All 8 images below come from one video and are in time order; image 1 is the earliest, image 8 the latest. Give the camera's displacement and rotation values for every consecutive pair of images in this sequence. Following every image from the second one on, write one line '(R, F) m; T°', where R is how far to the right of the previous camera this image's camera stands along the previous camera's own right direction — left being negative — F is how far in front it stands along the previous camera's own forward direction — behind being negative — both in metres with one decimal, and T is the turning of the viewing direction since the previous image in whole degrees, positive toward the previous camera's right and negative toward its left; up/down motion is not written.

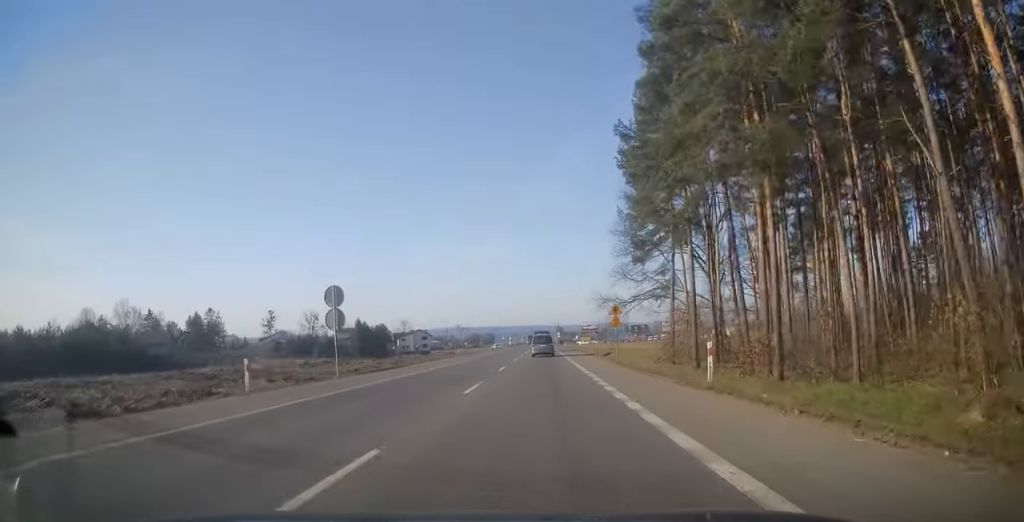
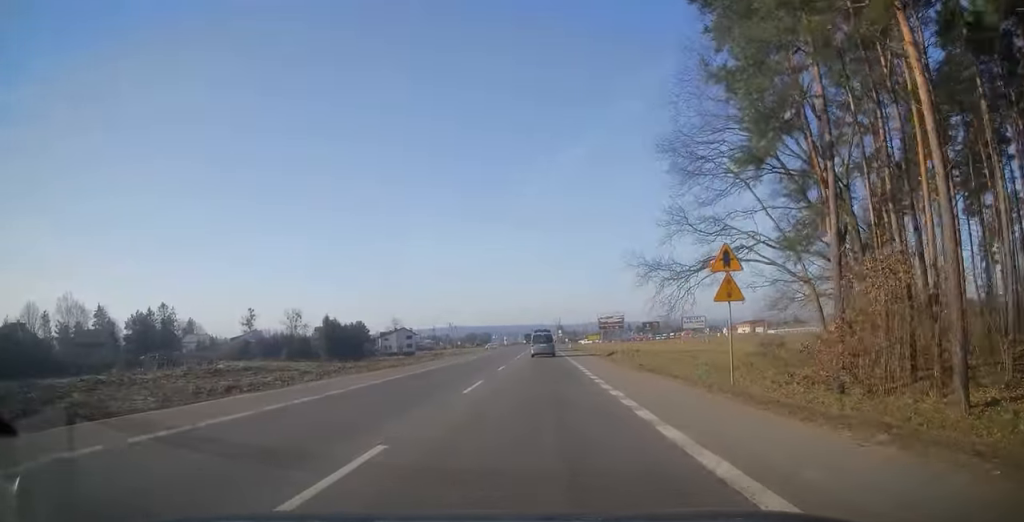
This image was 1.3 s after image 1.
(+0.2, +24.0) m; +1°
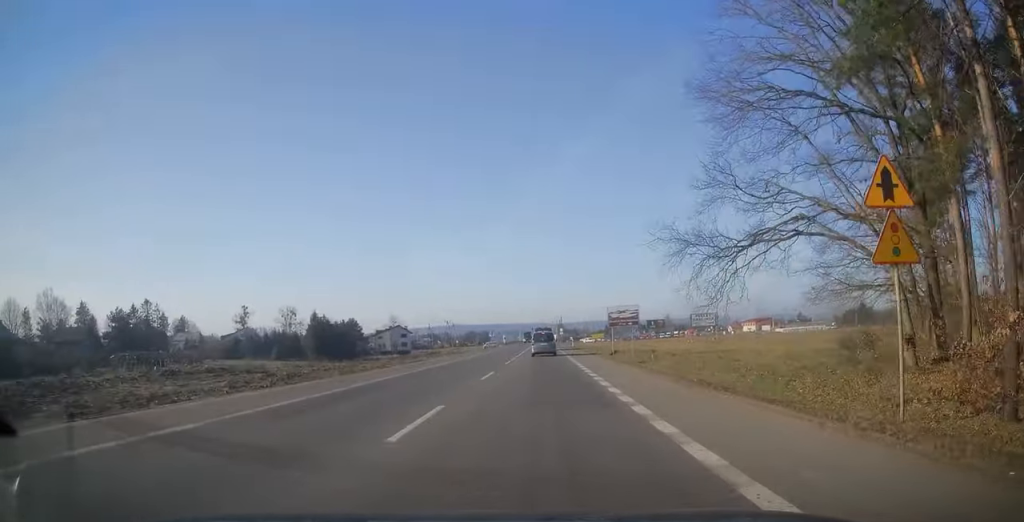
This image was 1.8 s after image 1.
(0.0, +7.5) m; 0°
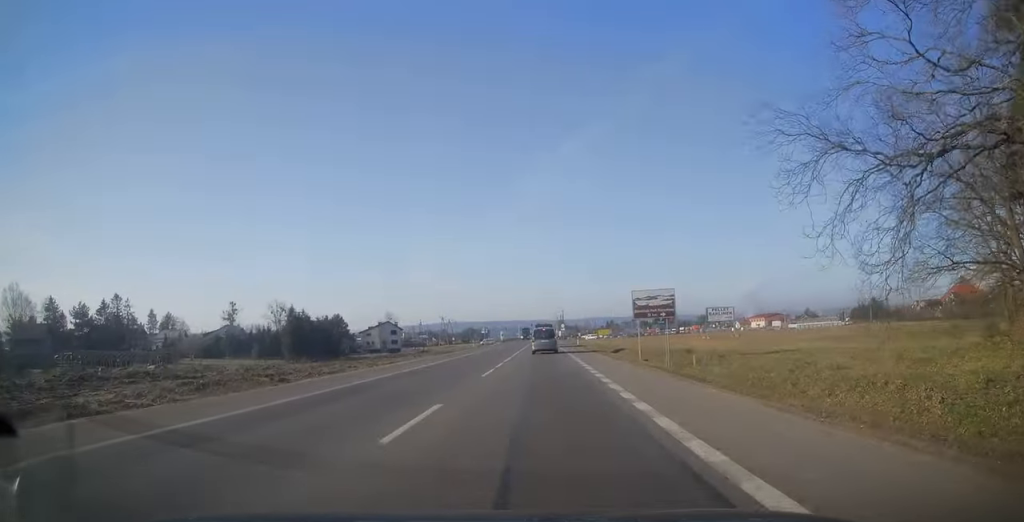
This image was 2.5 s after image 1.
(0.0, +12.0) m; 0°
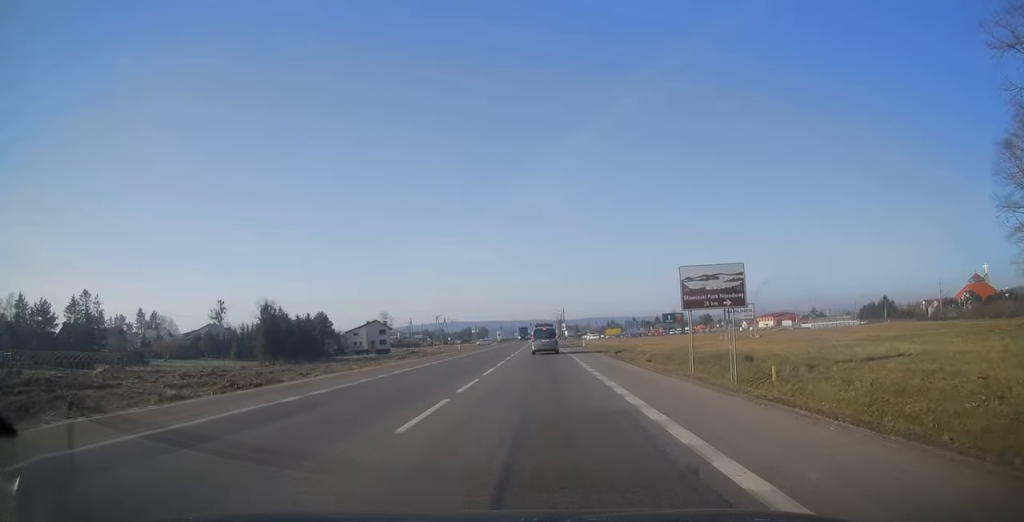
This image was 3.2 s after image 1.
(0.0, +11.2) m; 0°
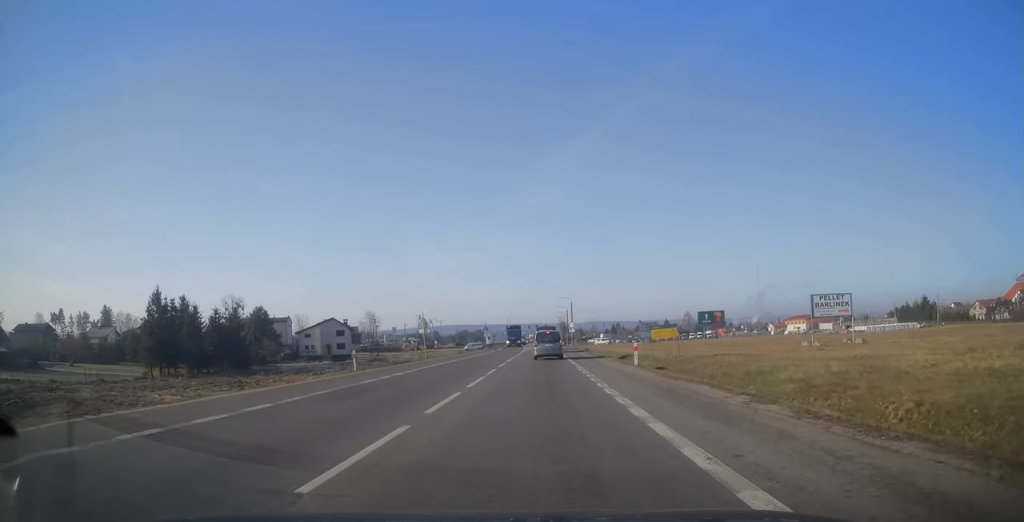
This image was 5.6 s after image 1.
(-0.3, +33.7) m; -1°
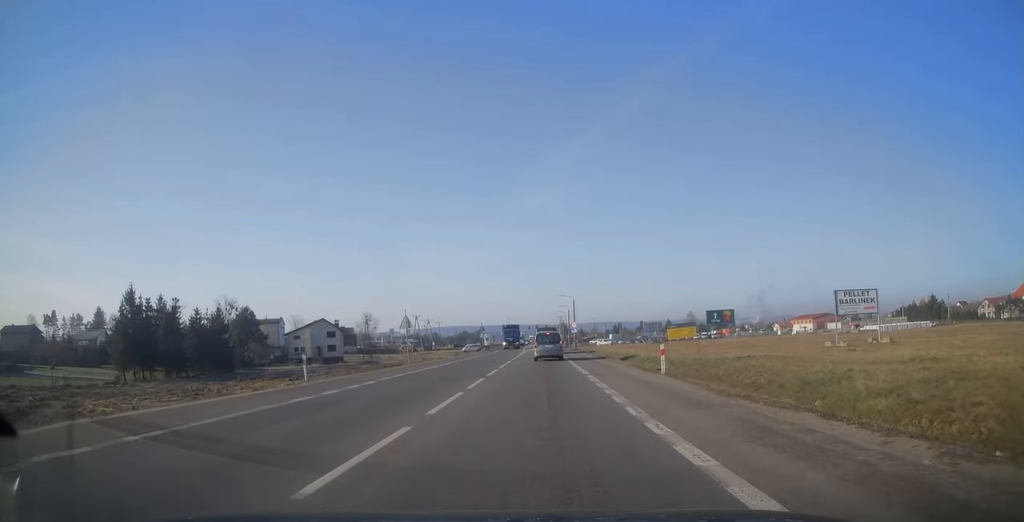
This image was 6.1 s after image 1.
(0.0, +6.0) m; 0°
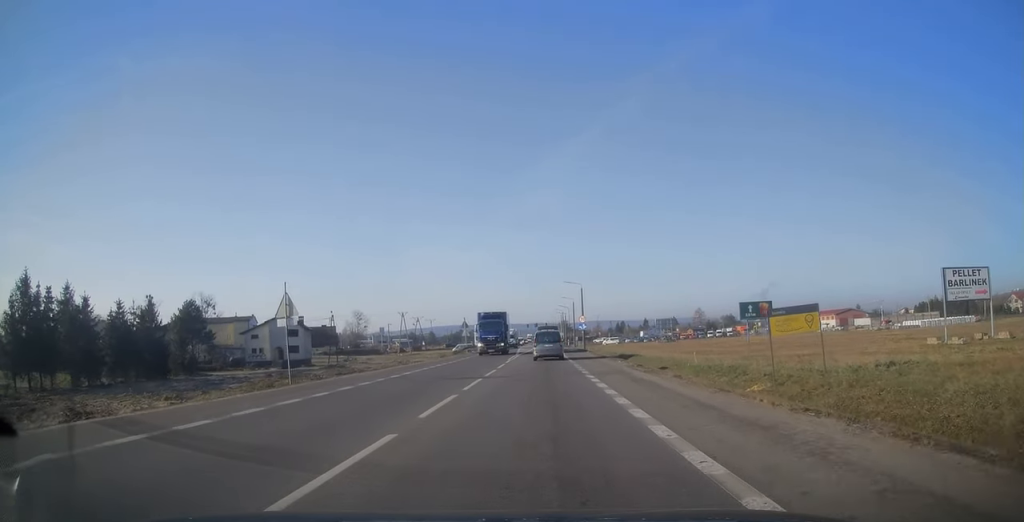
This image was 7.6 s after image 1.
(0.0, +19.0) m; +1°
